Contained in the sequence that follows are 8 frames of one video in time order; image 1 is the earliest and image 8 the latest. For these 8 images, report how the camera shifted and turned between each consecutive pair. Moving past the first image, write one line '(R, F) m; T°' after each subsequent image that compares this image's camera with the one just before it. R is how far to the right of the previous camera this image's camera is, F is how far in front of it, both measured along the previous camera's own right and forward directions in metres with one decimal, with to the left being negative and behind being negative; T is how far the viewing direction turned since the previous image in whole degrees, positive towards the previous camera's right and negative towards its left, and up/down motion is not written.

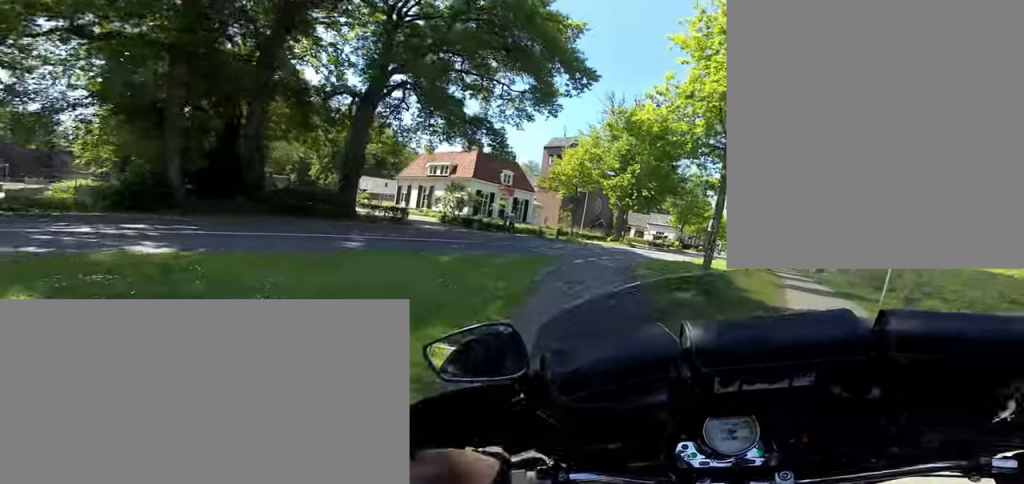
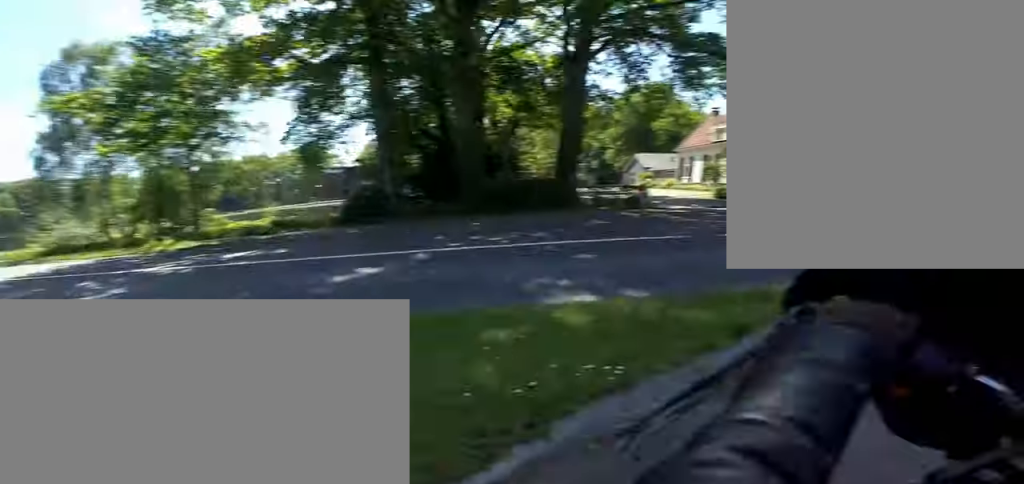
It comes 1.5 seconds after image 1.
(-1.4, +7.4) m; -10°
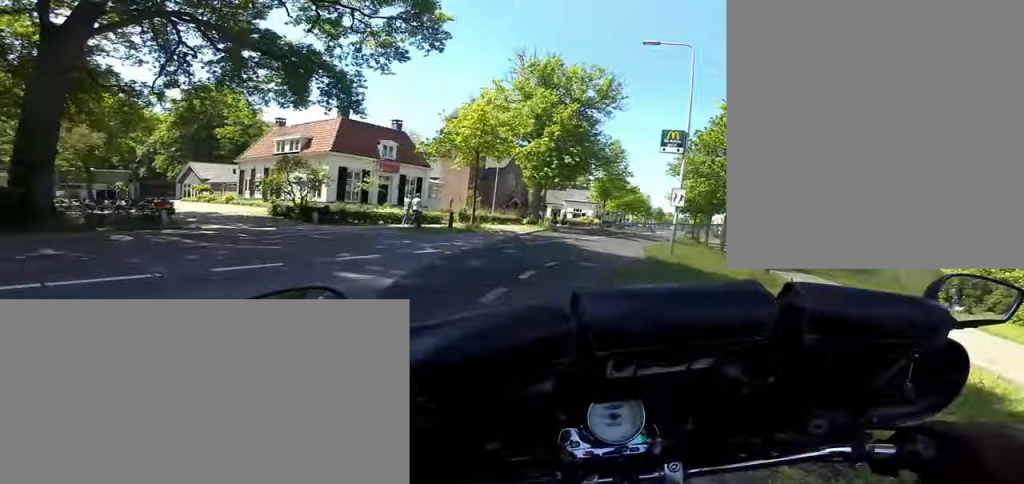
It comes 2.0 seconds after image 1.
(+0.1, +2.3) m; +9°
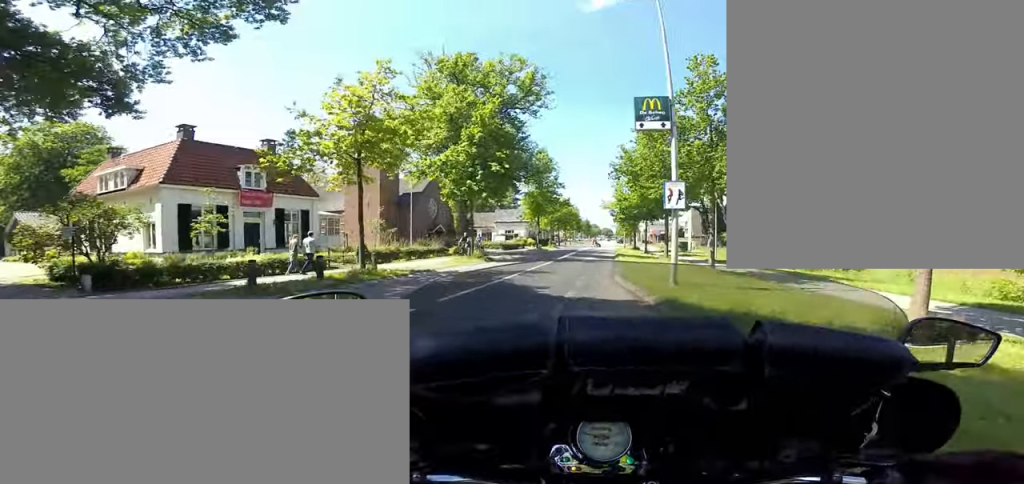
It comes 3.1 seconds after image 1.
(+1.2, +5.7) m; +13°
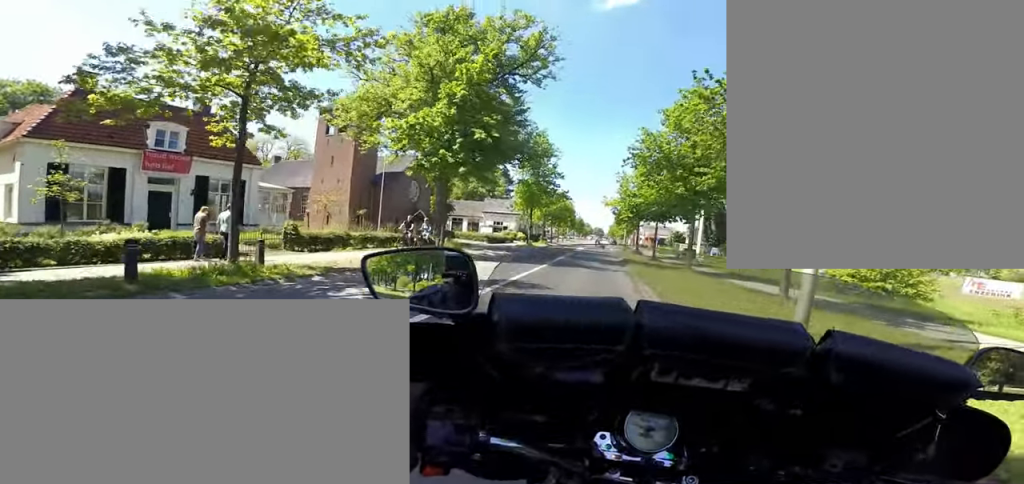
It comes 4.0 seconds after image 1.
(-0.1, +5.0) m; -3°
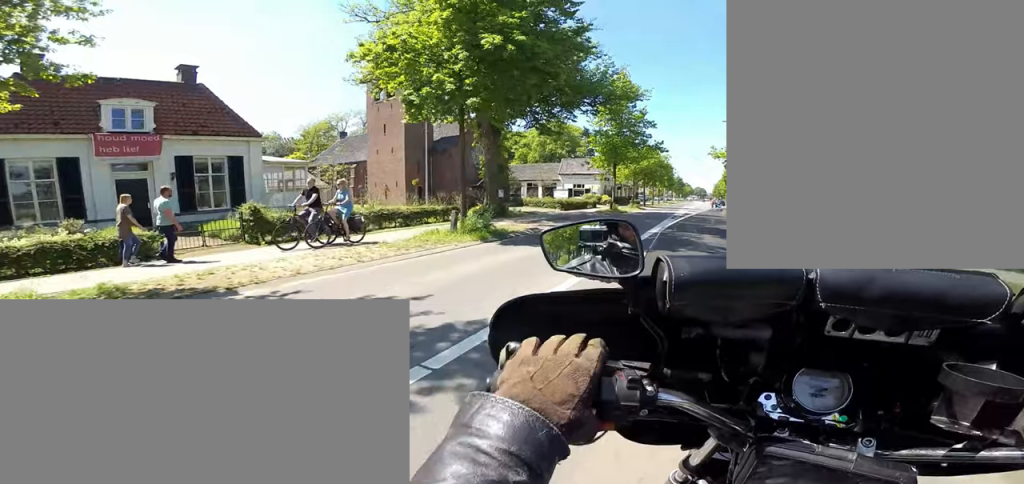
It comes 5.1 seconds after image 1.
(-0.3, +6.2) m; +1°
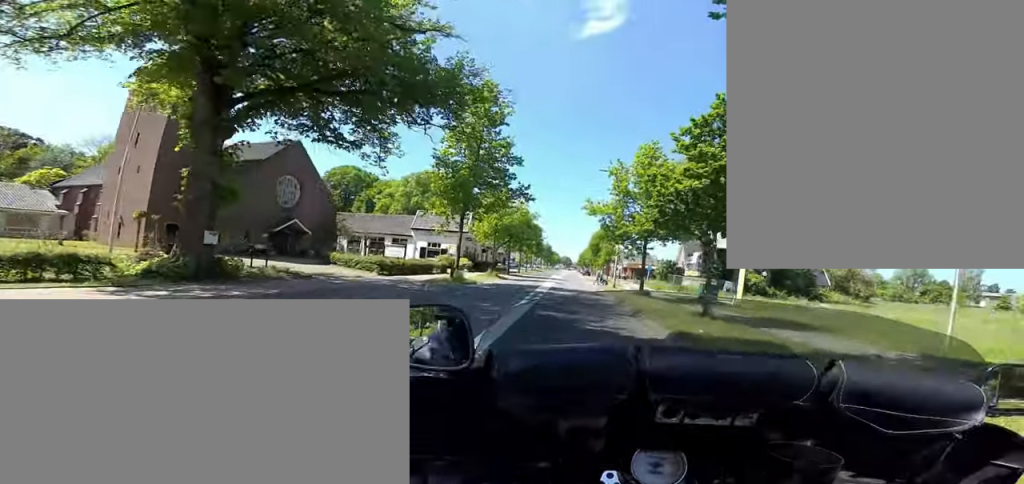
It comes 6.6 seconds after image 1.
(+0.7, +9.8) m; +12°
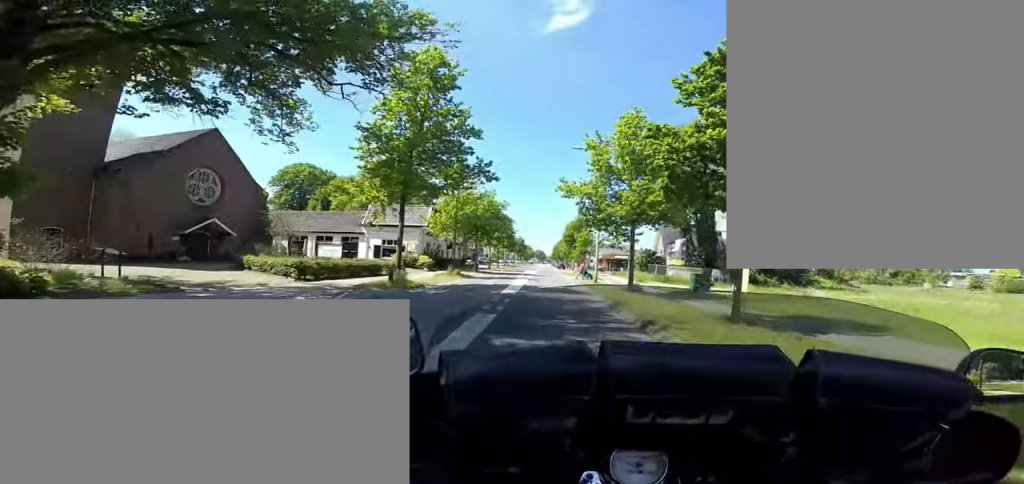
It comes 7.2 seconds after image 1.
(+0.5, +4.4) m; +4°
